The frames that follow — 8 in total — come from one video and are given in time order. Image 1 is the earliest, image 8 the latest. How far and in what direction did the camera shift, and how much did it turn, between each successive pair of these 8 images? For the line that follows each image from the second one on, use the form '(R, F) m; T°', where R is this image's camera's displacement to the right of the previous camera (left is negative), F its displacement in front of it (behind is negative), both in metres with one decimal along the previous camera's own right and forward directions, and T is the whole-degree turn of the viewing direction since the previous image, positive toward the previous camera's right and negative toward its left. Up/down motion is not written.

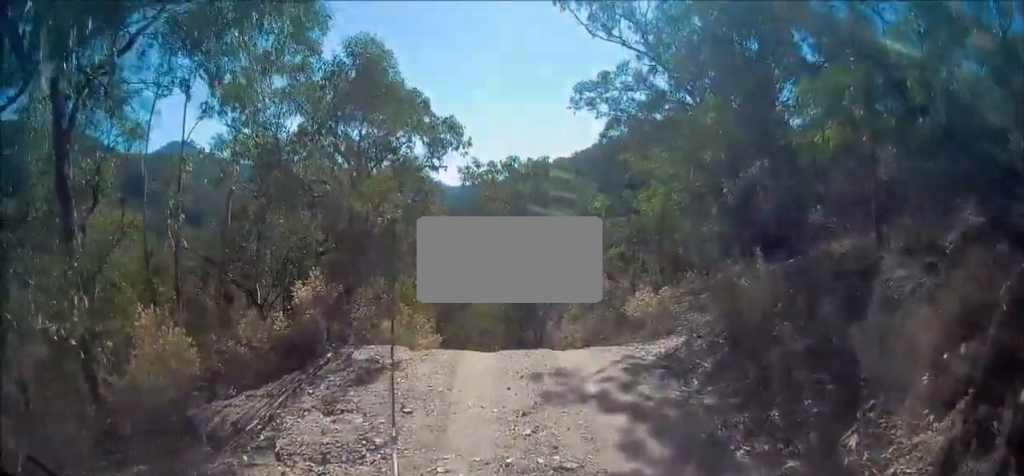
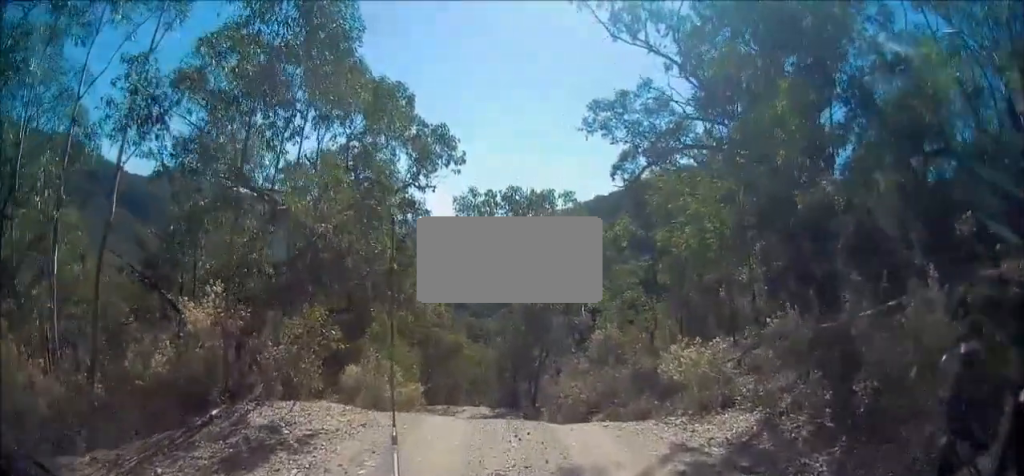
(+0.1, +3.1) m; +1°
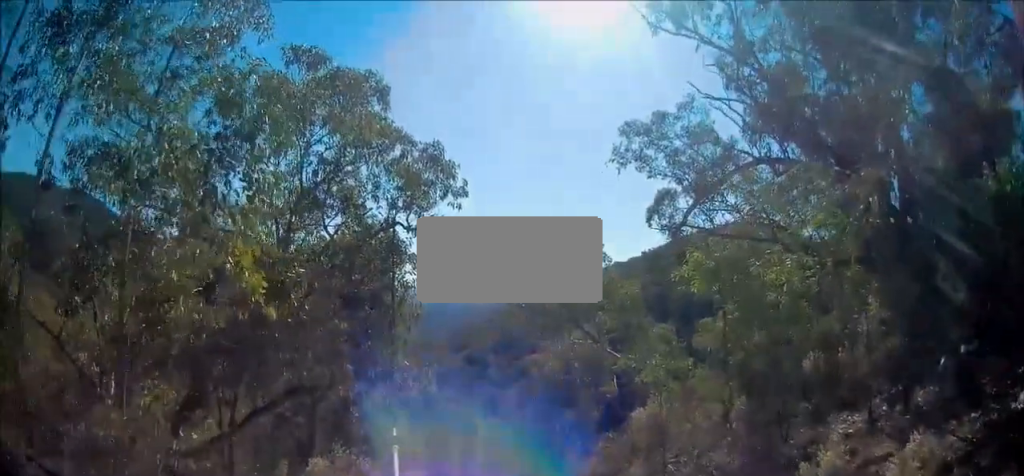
(+0.4, +4.2) m; +9°
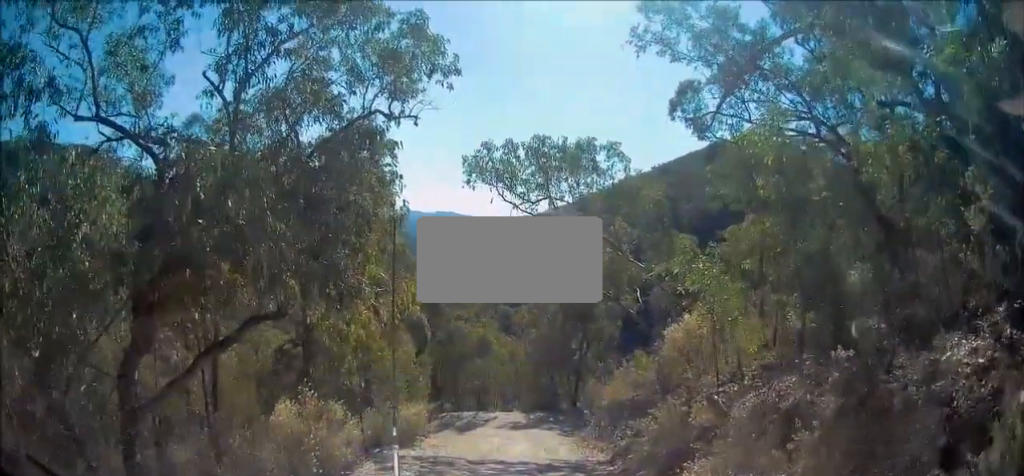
(0.0, +2.5) m; 0°
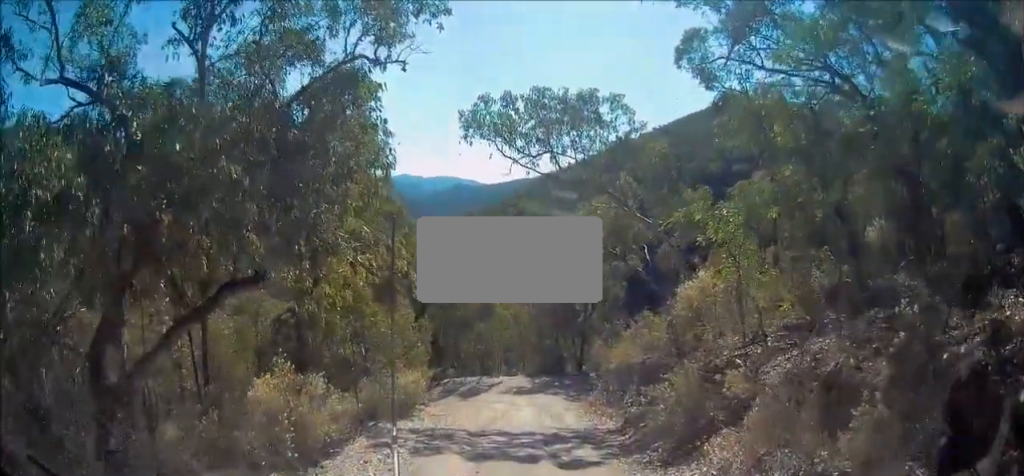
(-0.2, +1.0) m; 0°
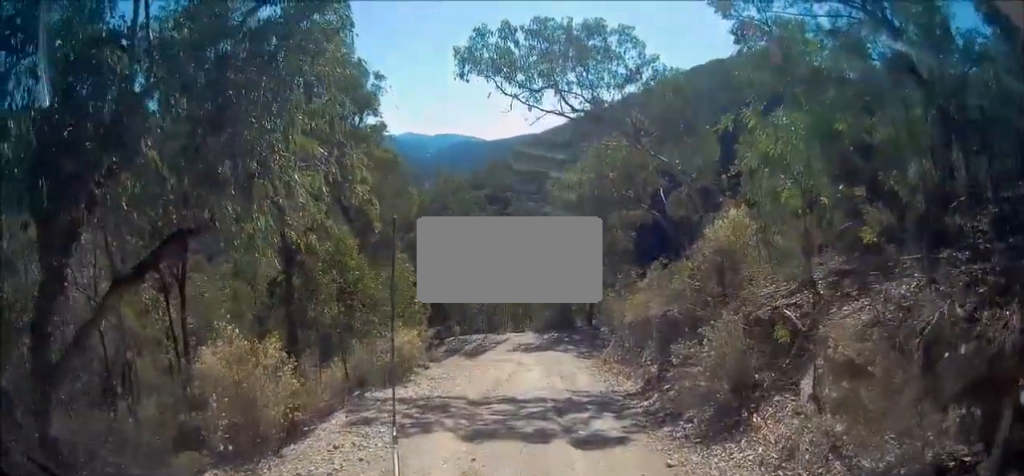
(+0.3, +1.5) m; +1°
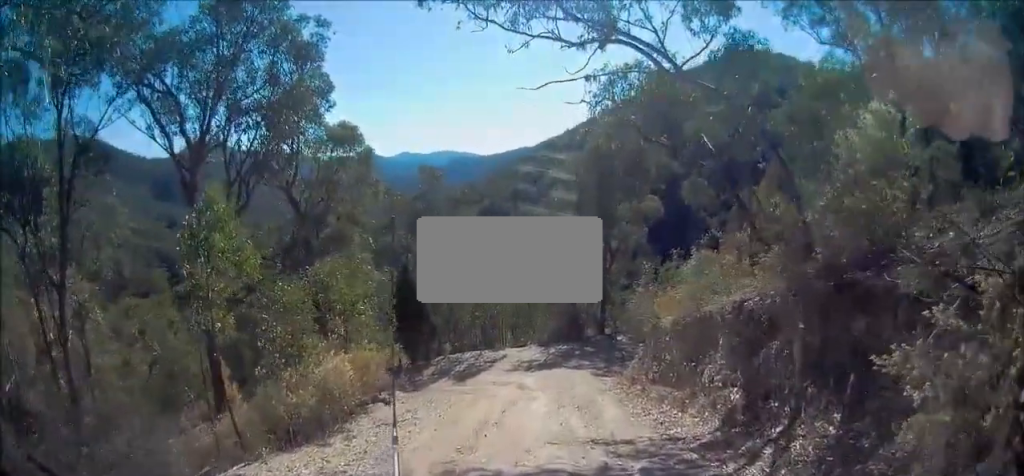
(-0.5, +5.1) m; -8°
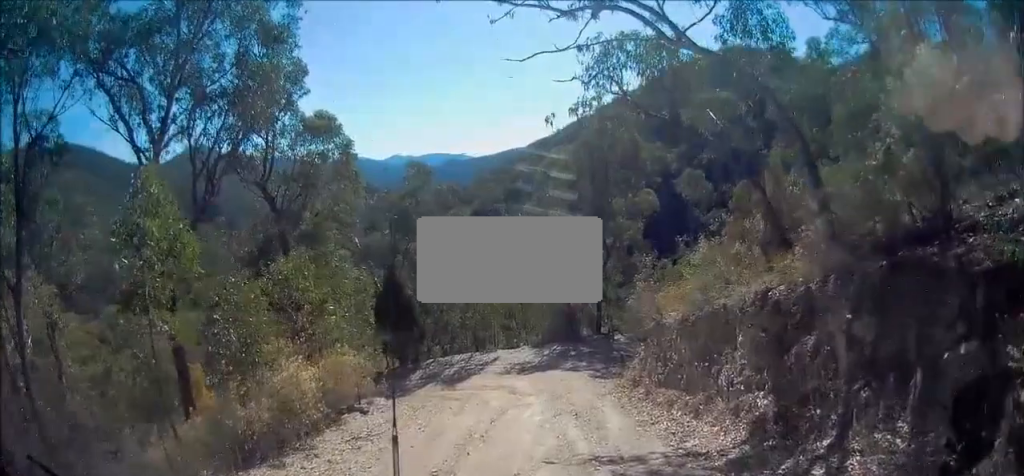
(-0.1, +1.2) m; +1°
